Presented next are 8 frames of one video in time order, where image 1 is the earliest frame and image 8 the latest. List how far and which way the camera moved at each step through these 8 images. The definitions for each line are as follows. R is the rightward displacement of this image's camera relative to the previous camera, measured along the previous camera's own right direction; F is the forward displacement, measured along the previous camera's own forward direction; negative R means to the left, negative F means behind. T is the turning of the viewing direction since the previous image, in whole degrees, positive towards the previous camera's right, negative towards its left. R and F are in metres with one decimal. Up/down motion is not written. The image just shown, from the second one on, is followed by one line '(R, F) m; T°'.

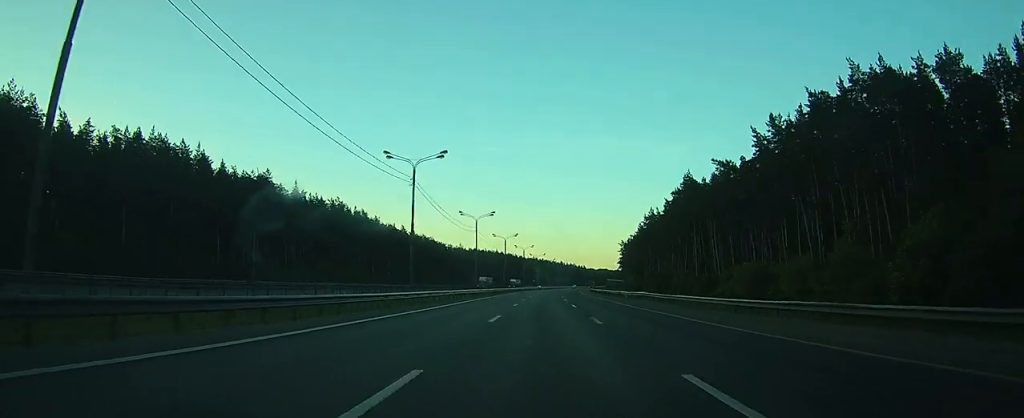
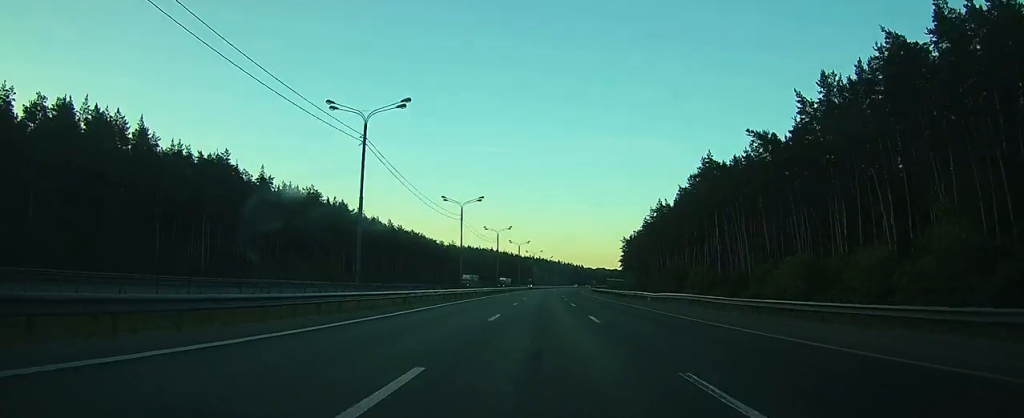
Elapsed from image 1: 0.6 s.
(+0.1, +15.9) m; 0°
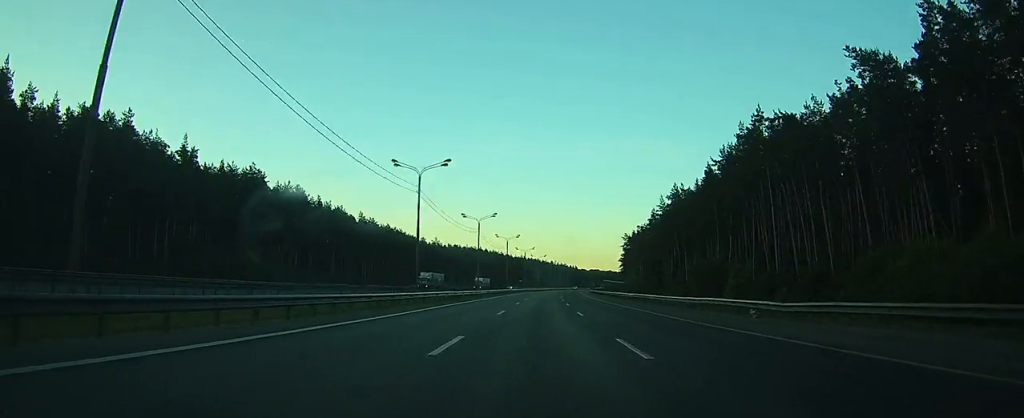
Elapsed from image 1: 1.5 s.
(0.0, +26.1) m; 0°
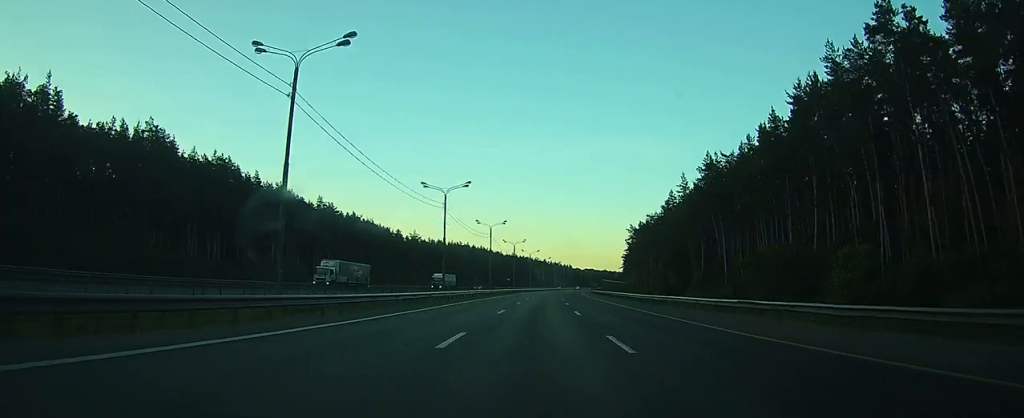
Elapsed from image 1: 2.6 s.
(-0.1, +30.7) m; 0°
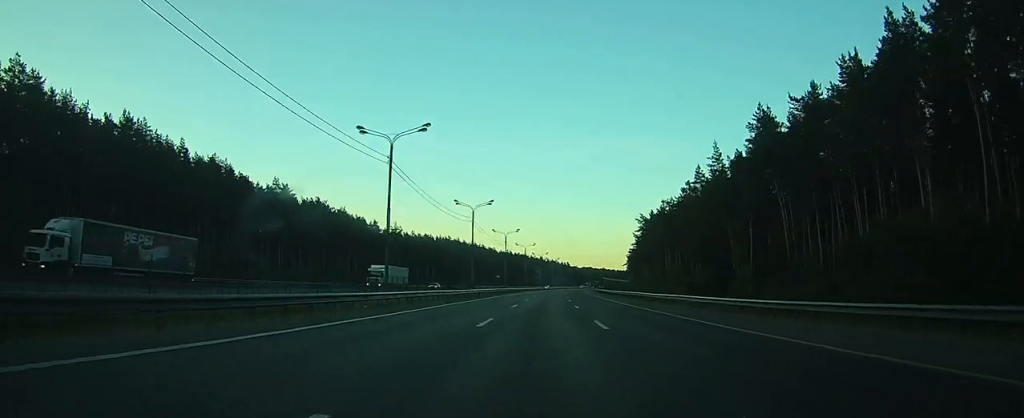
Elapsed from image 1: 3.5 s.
(+0.2, +26.1) m; +1°
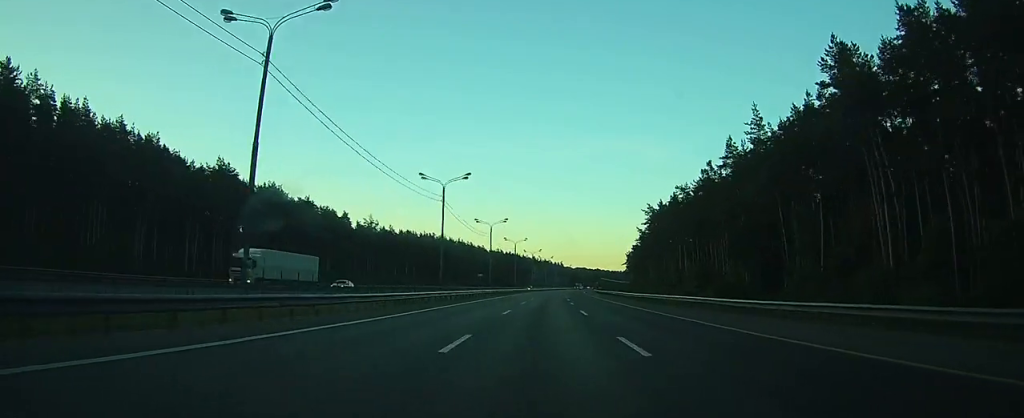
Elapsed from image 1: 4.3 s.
(+0.1, +22.3) m; +1°
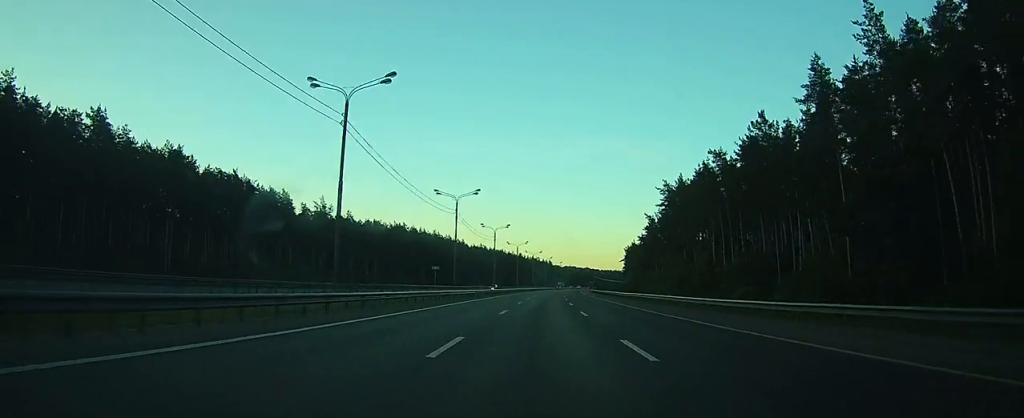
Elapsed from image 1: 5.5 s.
(+0.2, +32.6) m; 0°
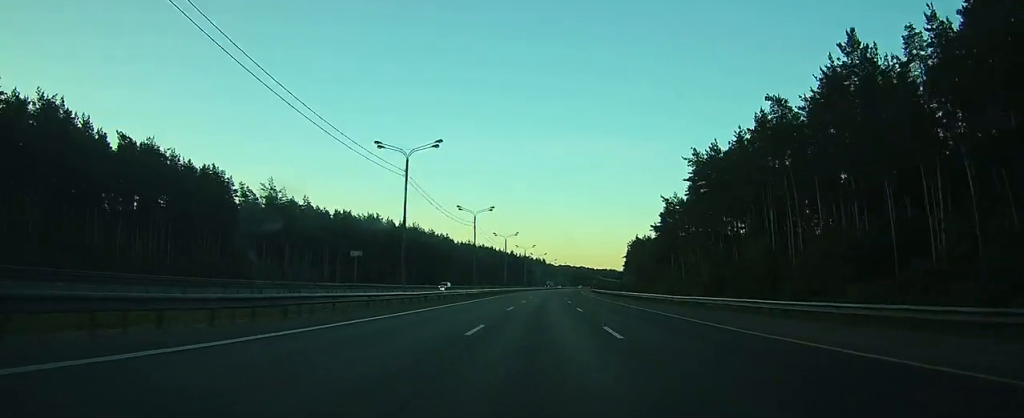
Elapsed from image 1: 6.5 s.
(-0.1, +27.0) m; -1°
